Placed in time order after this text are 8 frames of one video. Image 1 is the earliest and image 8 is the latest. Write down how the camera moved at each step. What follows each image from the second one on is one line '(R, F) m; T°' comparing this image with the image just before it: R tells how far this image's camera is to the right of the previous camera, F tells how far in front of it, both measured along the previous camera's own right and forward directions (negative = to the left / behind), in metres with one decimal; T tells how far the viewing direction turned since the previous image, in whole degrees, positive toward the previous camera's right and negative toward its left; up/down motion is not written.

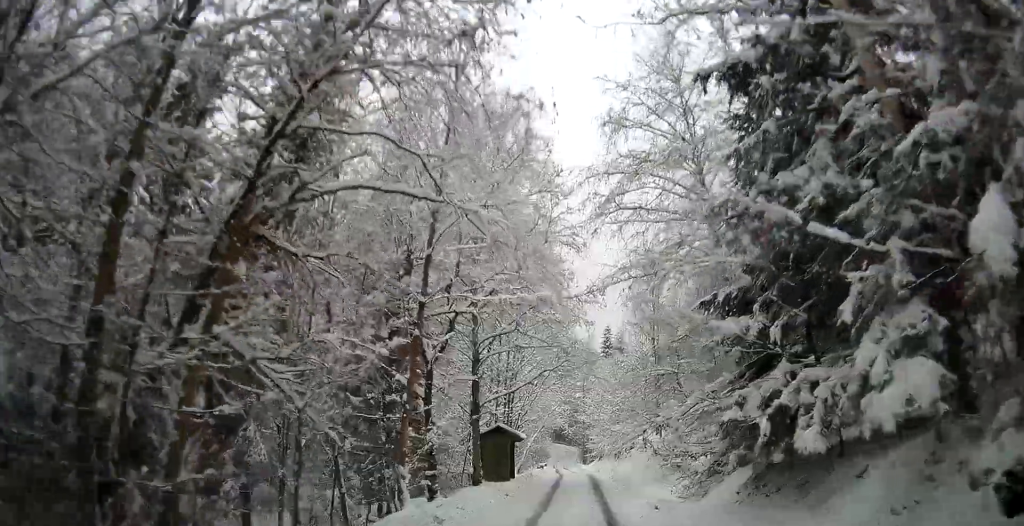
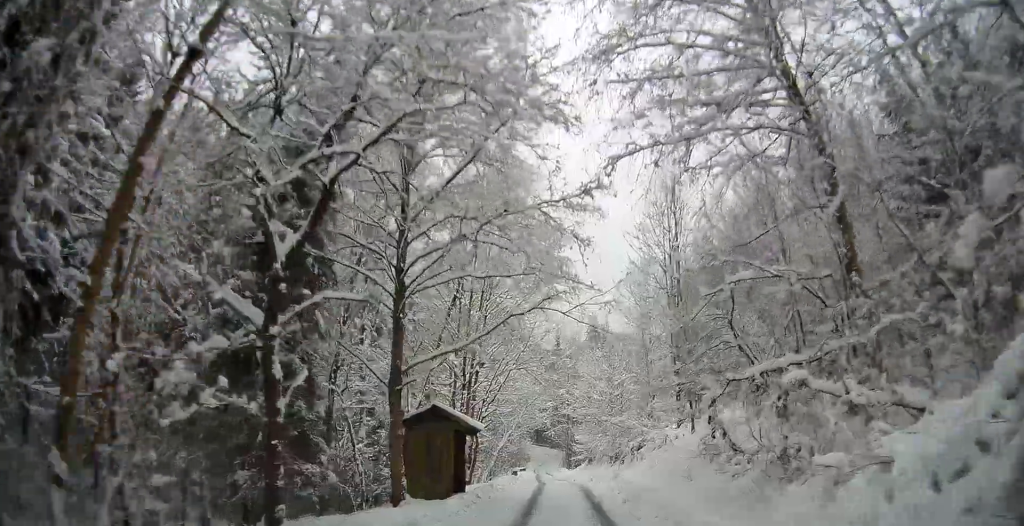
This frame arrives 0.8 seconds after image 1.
(+0.1, +8.5) m; +1°
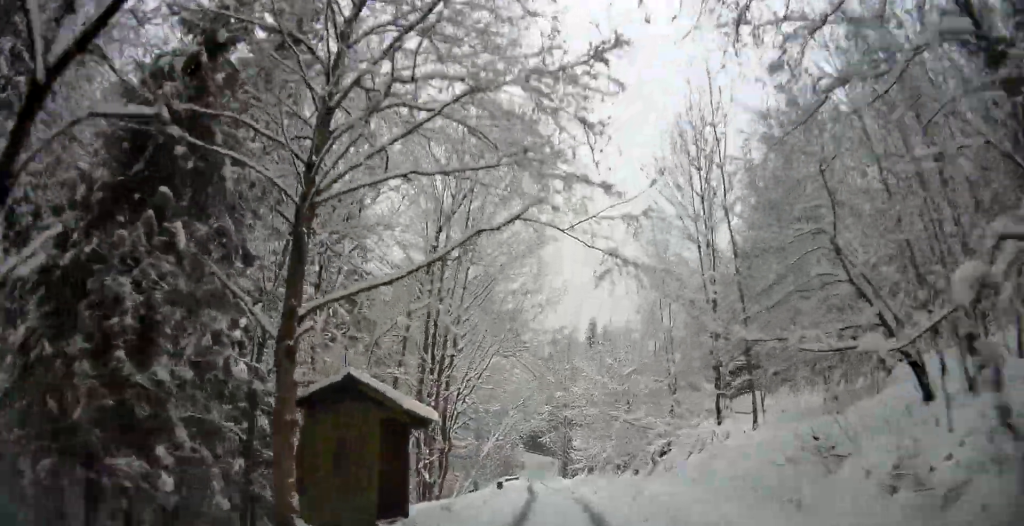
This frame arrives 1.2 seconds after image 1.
(0.0, +5.4) m; 0°
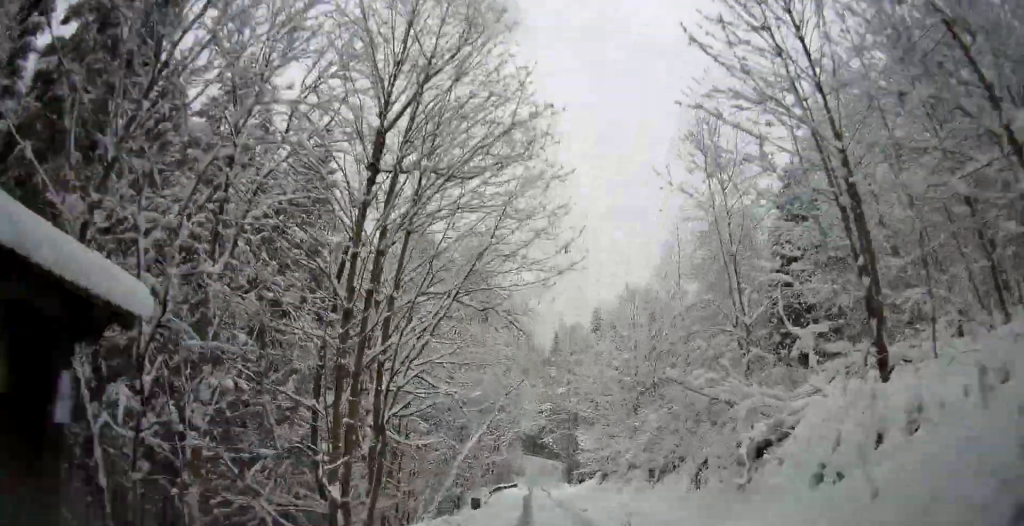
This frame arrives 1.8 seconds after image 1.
(0.0, +7.7) m; 0°
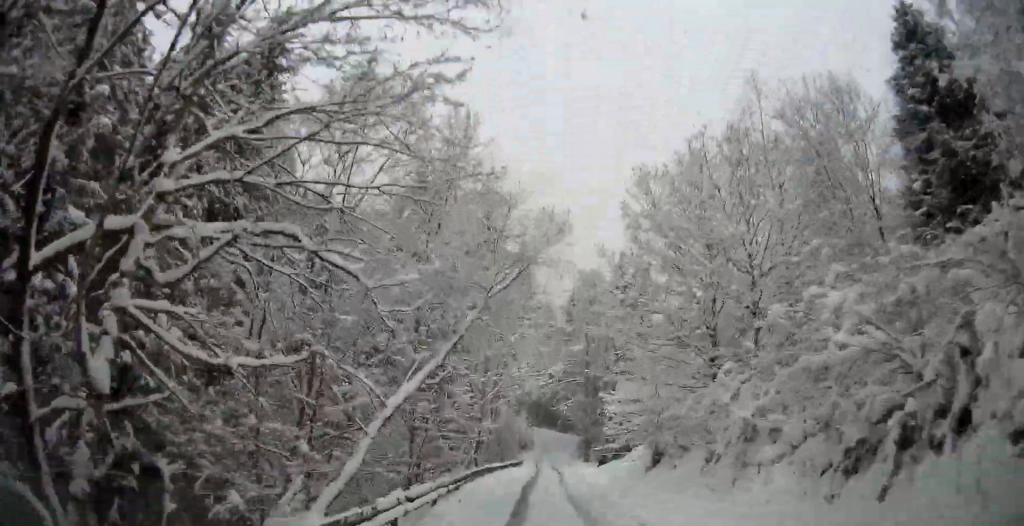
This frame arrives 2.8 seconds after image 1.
(0.0, +11.4) m; -1°
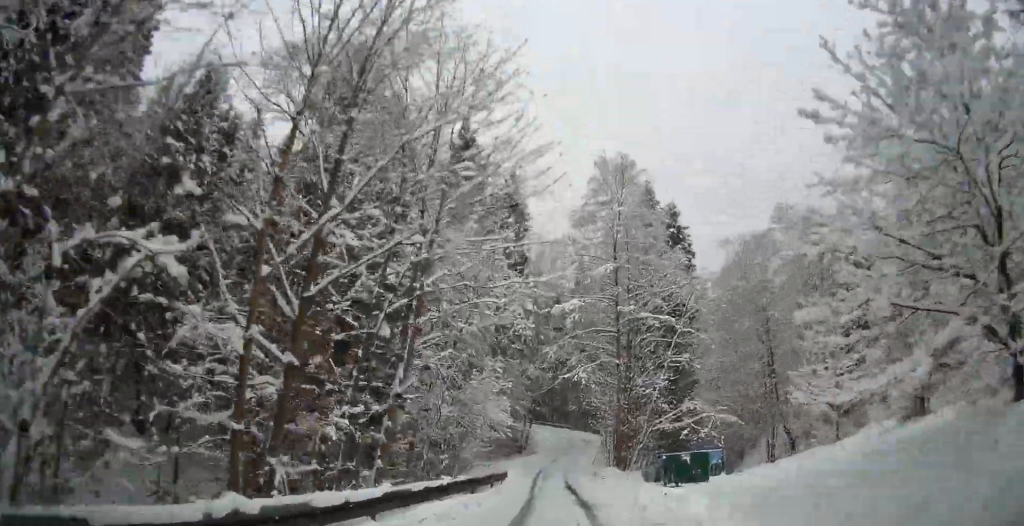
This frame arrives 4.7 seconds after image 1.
(-0.8, +22.7) m; -2°
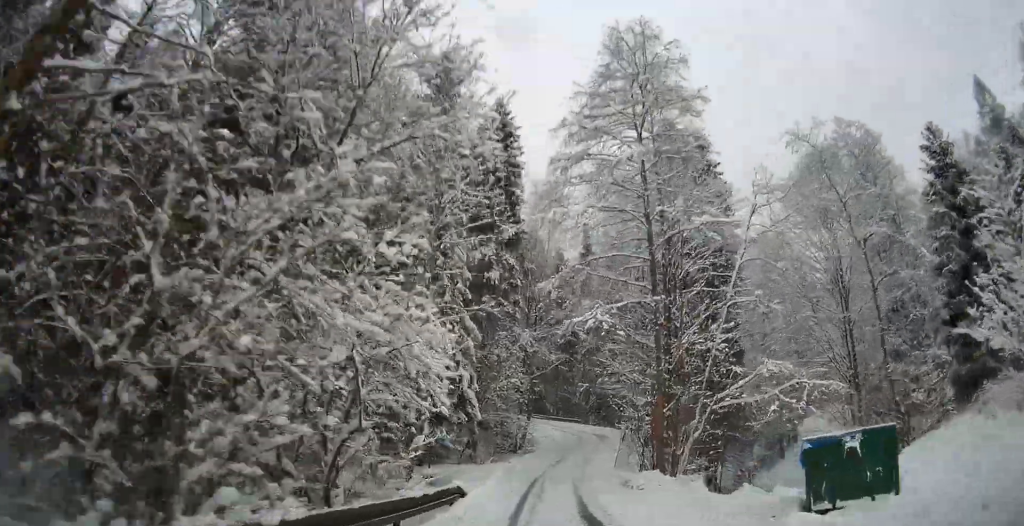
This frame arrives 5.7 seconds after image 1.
(+0.2, +12.0) m; -1°
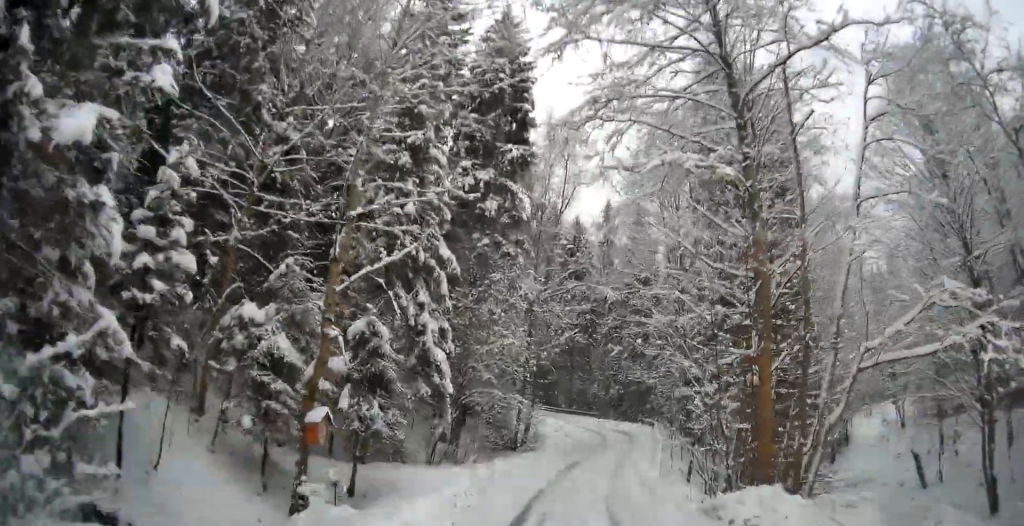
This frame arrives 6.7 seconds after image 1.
(-0.4, +10.1) m; 0°
